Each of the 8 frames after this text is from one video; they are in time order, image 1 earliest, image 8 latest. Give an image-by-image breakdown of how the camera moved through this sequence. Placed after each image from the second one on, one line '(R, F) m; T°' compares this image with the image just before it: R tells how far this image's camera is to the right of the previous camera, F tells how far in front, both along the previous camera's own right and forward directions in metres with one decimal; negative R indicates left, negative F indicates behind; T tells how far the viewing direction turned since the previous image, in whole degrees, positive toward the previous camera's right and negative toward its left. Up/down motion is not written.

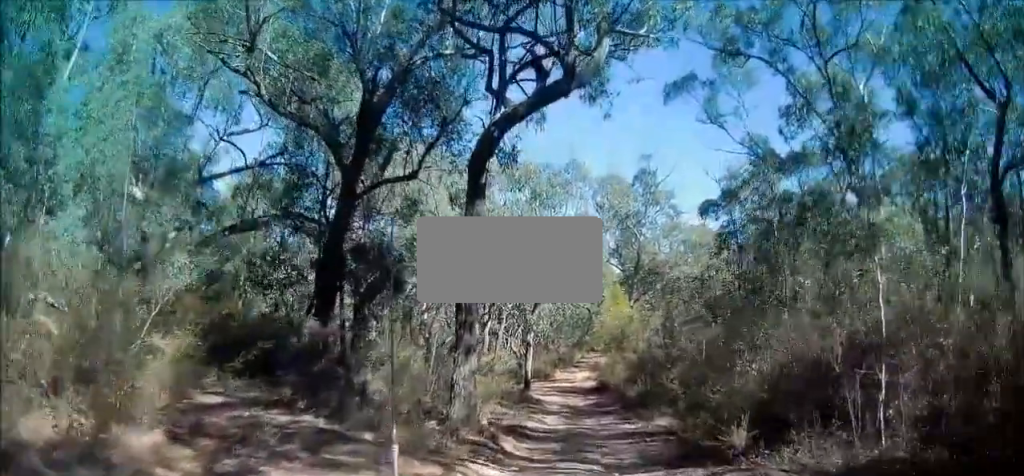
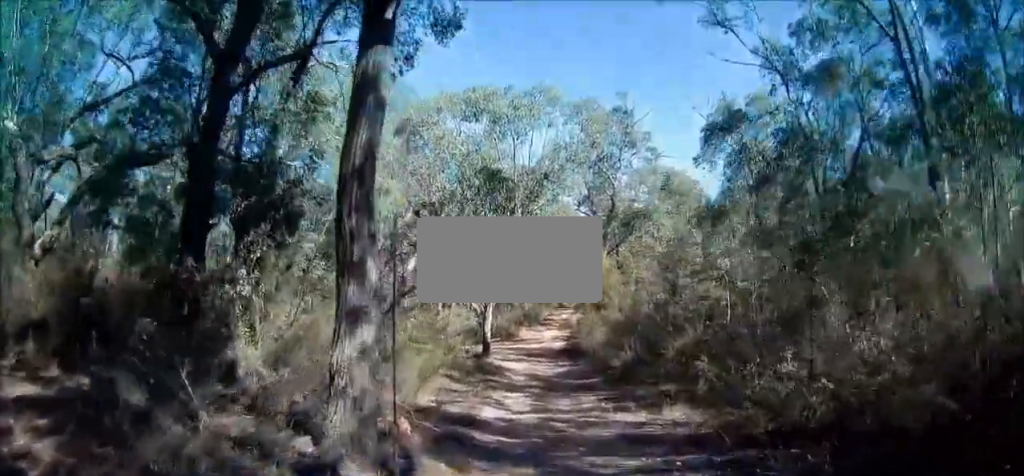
(-0.9, +5.8) m; -8°
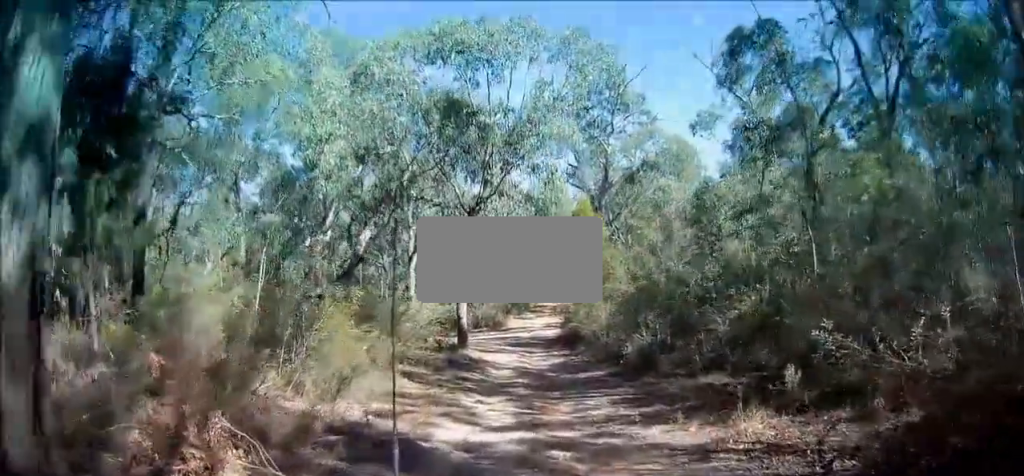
(+0.2, +5.2) m; +1°
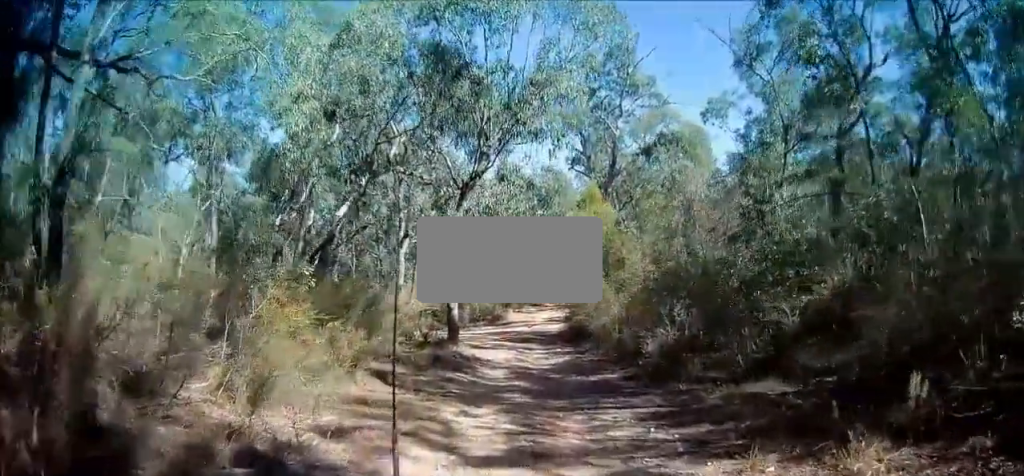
(0.0, +2.8) m; 0°
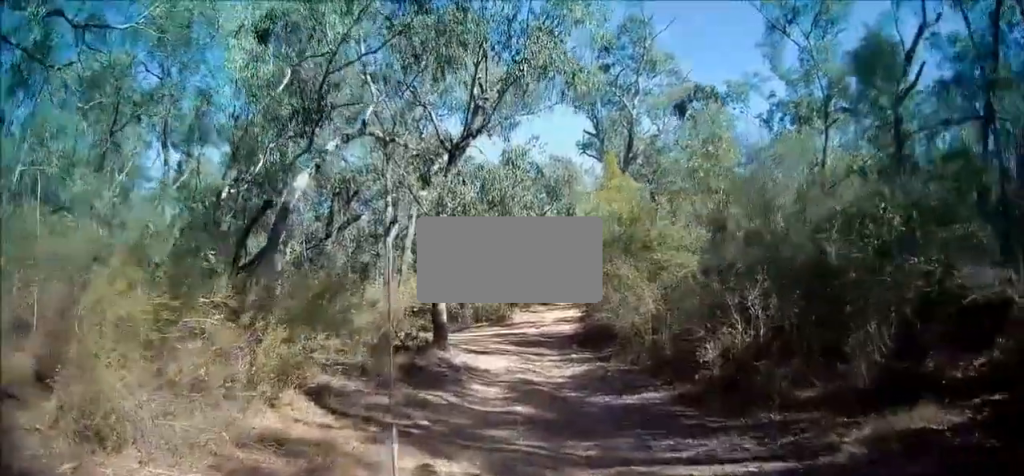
(-0.1, +4.2) m; -3°
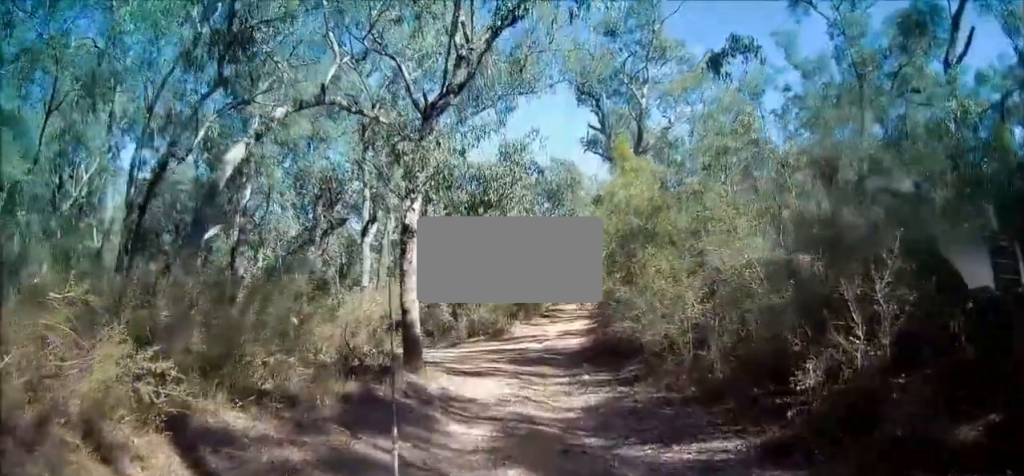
(+0.1, +4.0) m; -5°
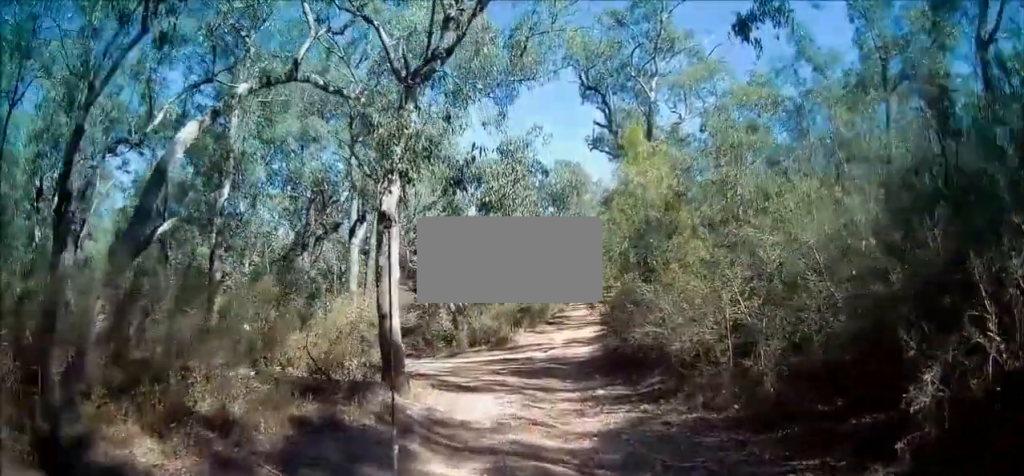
(-0.3, +2.1) m; 0°
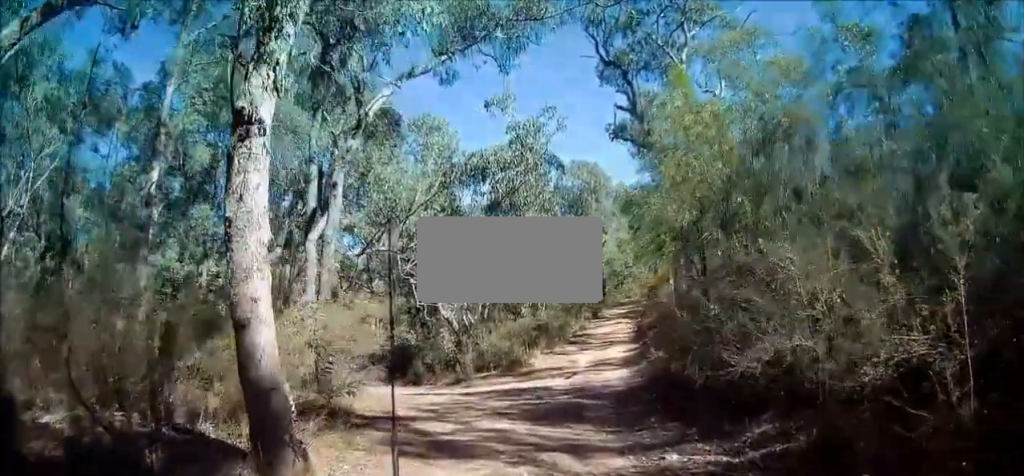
(+0.1, +5.6) m; +7°
